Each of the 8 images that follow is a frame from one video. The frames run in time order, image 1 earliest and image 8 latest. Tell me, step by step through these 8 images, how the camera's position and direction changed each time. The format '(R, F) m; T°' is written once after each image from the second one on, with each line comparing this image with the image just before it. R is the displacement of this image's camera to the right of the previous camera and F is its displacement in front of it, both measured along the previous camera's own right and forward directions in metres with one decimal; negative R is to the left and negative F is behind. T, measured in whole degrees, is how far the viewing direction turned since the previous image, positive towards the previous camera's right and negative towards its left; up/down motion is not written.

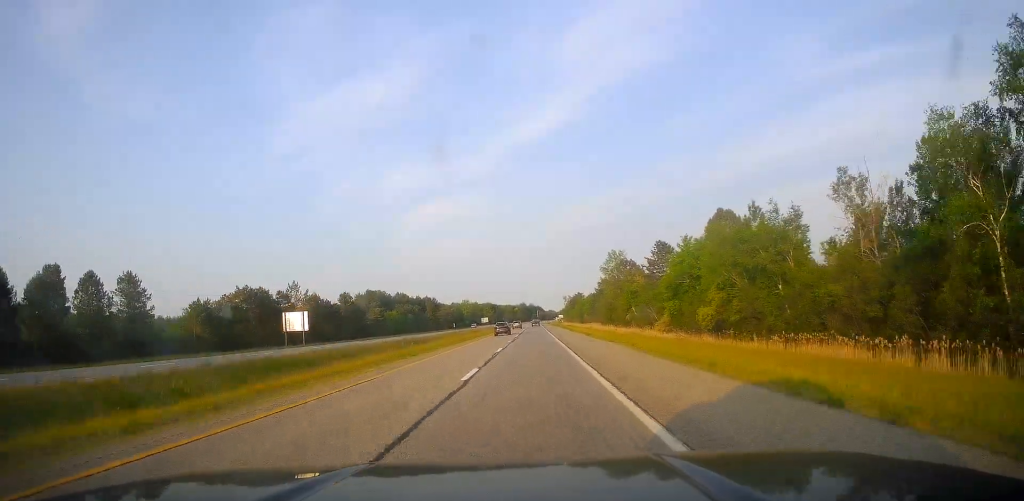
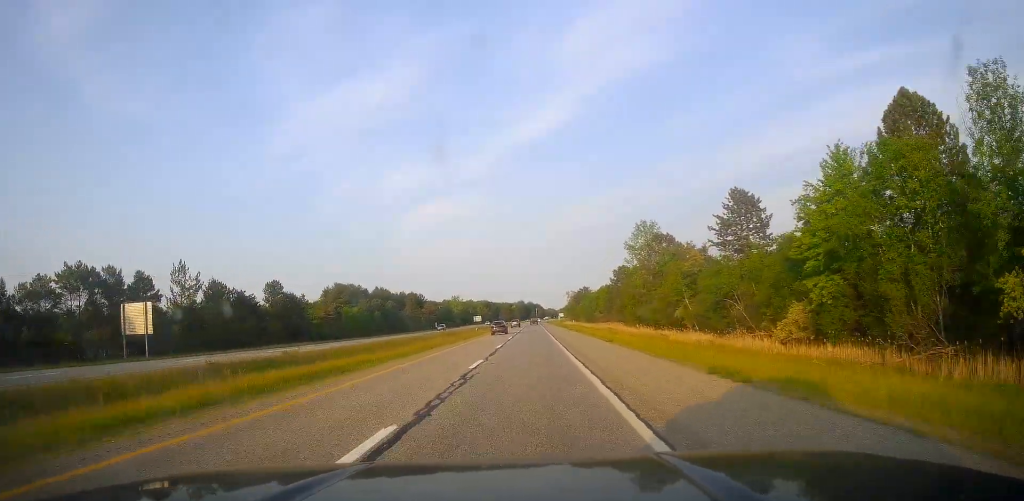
(-0.5, +41.8) m; -1°
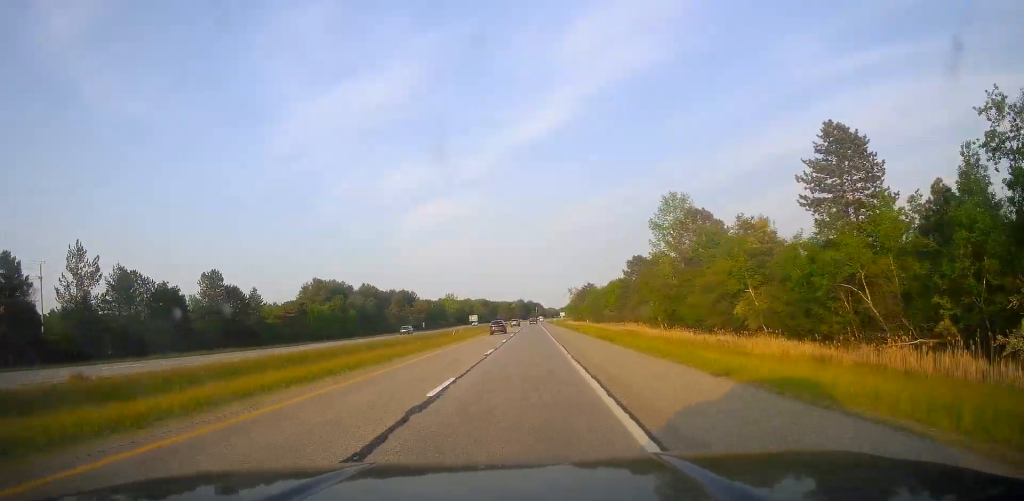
(0.0, +22.8) m; +1°
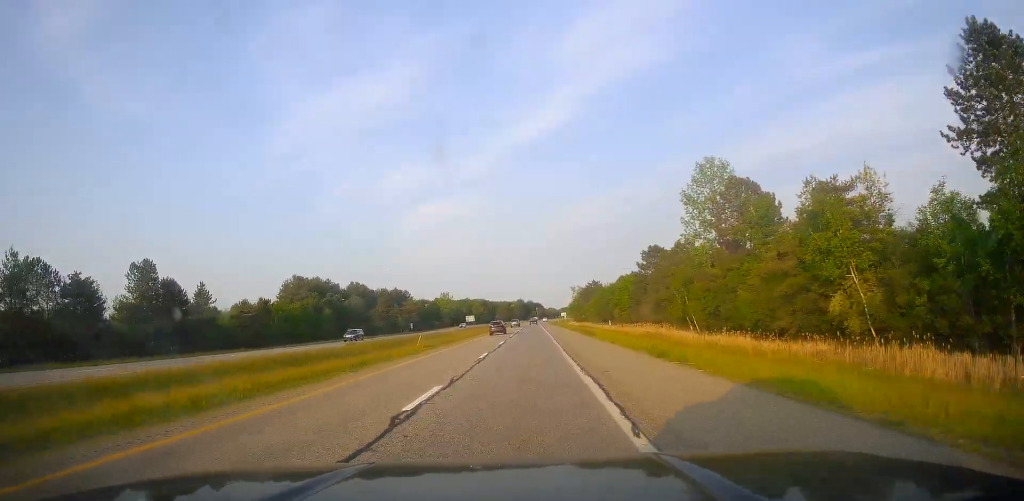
(0.0, +17.9) m; 0°
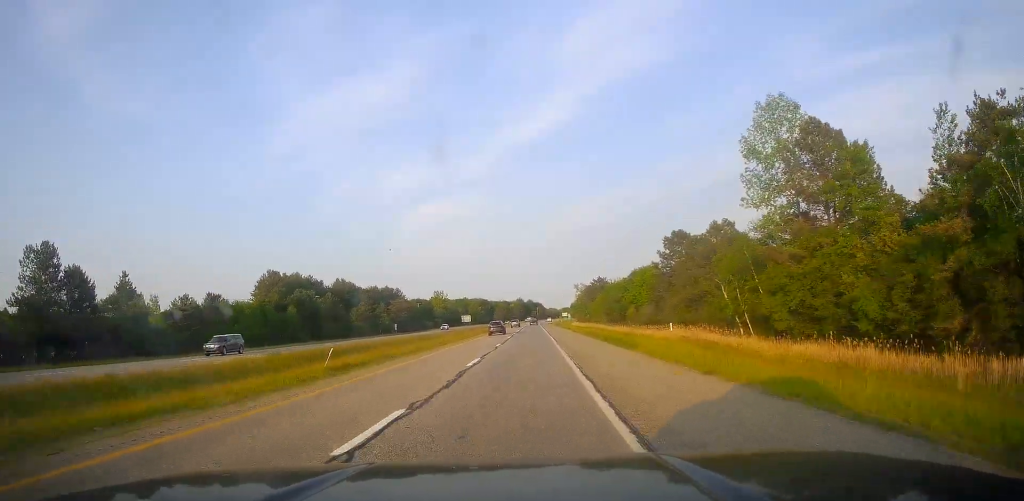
(+0.3, +19.1) m; 0°
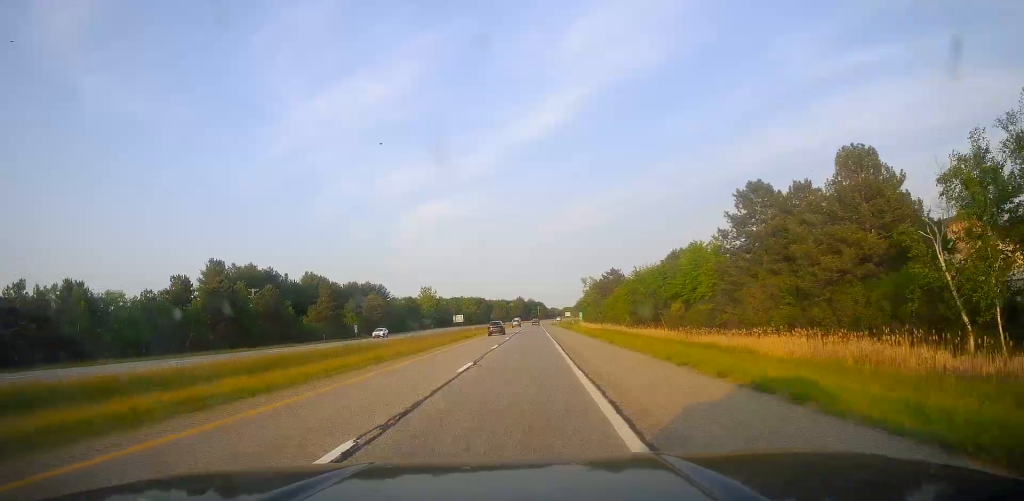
(-0.2, +33.4) m; 0°
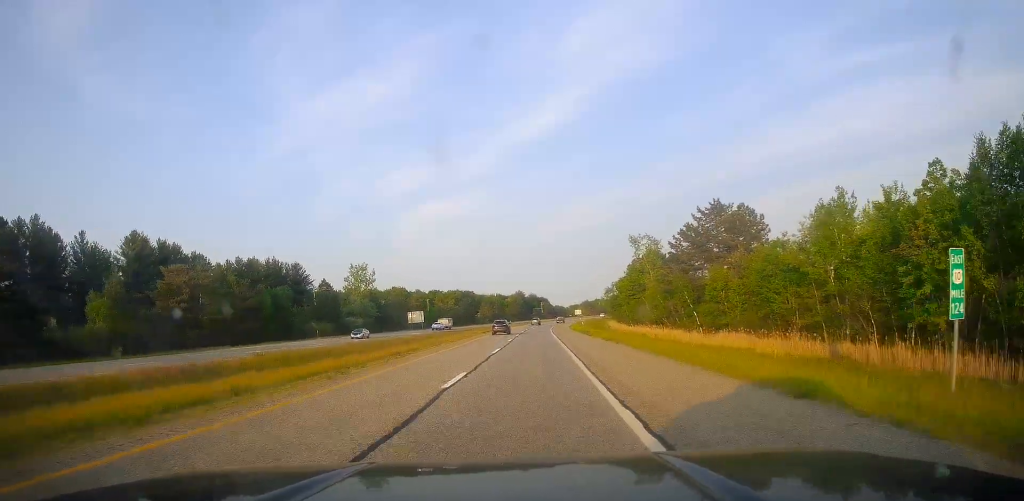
(-0.4, +96.8) m; -1°
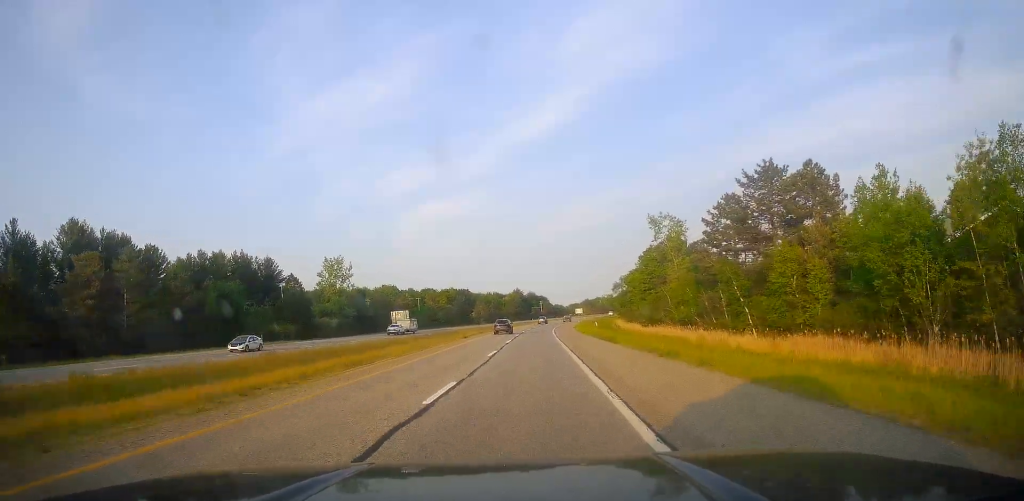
(0.0, +18.0) m; 0°
